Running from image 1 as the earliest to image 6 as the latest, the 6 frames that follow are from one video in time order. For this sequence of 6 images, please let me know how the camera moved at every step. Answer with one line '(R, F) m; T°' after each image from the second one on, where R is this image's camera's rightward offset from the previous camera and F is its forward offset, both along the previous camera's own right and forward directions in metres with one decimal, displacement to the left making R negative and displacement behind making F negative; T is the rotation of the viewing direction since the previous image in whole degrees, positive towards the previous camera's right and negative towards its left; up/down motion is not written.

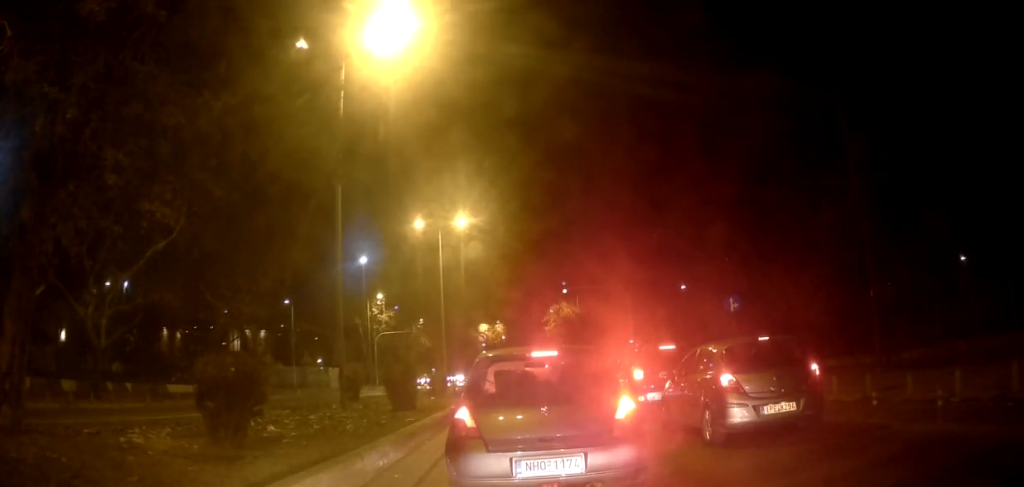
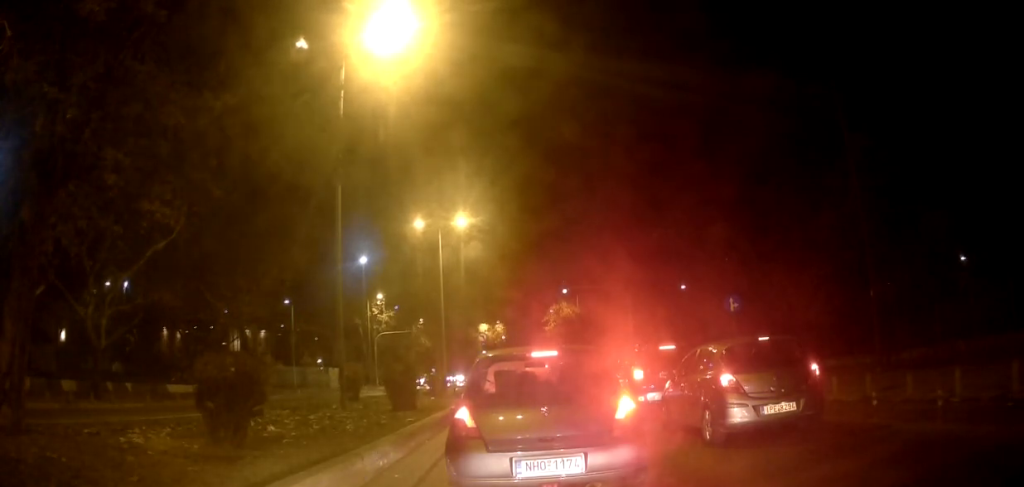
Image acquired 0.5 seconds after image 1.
(0.0, 0.0) m; 0°
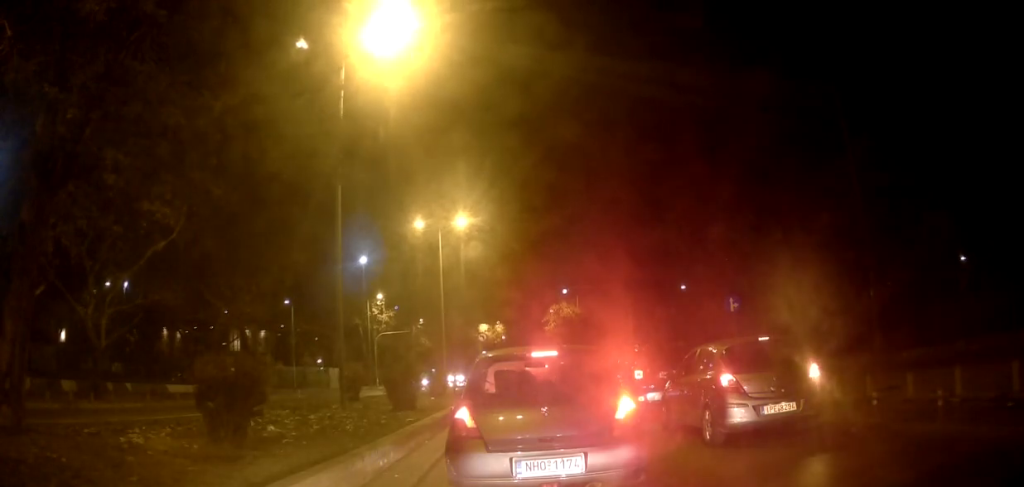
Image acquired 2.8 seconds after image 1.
(-0.1, +0.2) m; 0°
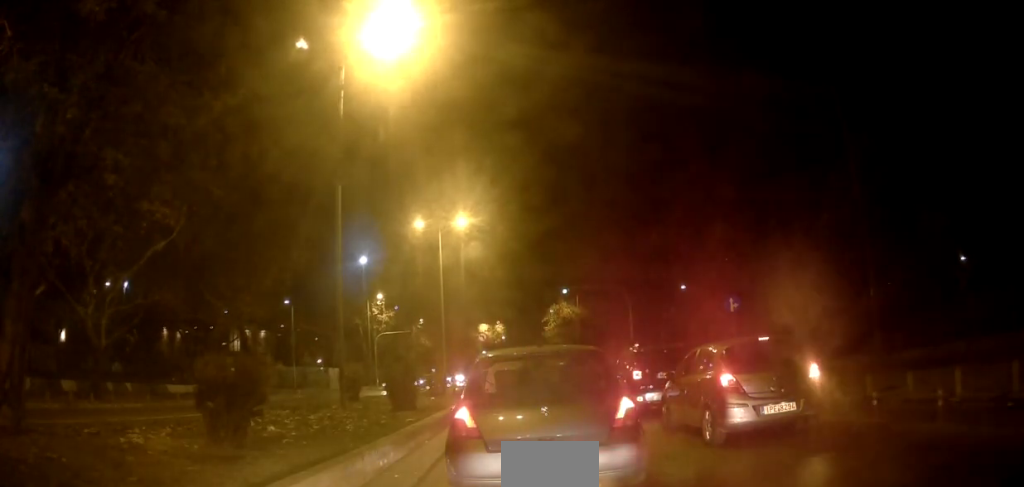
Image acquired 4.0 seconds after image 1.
(0.0, 0.0) m; 0°
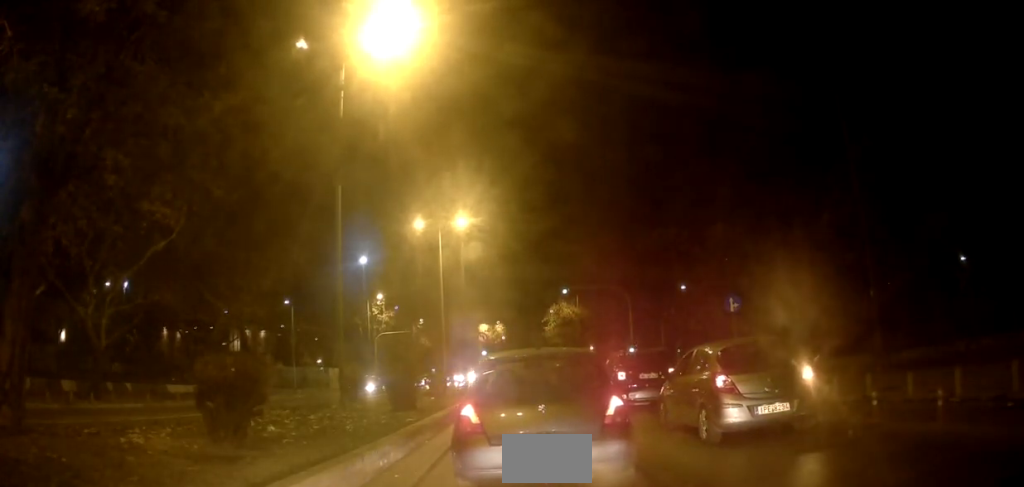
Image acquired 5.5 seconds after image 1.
(-0.1, +0.5) m; 0°
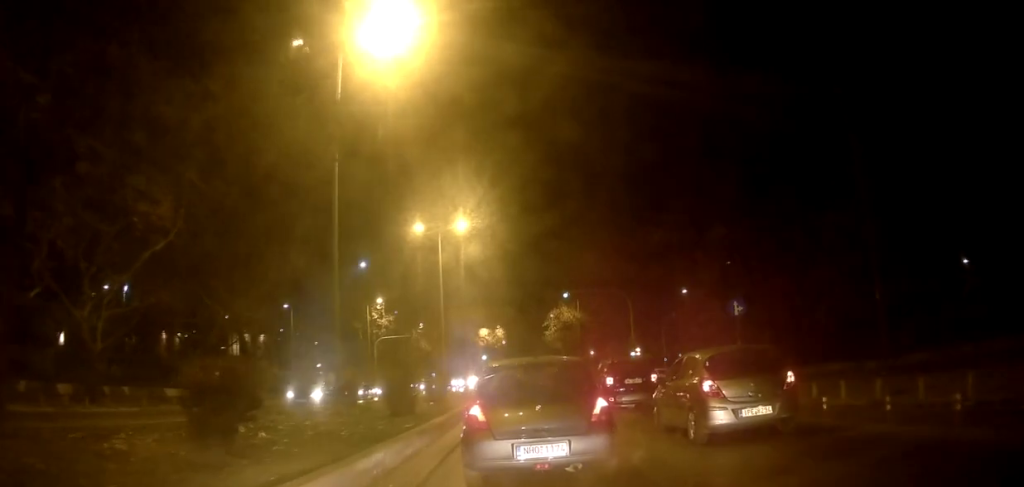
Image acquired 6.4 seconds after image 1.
(+0.1, +1.3) m; 0°
